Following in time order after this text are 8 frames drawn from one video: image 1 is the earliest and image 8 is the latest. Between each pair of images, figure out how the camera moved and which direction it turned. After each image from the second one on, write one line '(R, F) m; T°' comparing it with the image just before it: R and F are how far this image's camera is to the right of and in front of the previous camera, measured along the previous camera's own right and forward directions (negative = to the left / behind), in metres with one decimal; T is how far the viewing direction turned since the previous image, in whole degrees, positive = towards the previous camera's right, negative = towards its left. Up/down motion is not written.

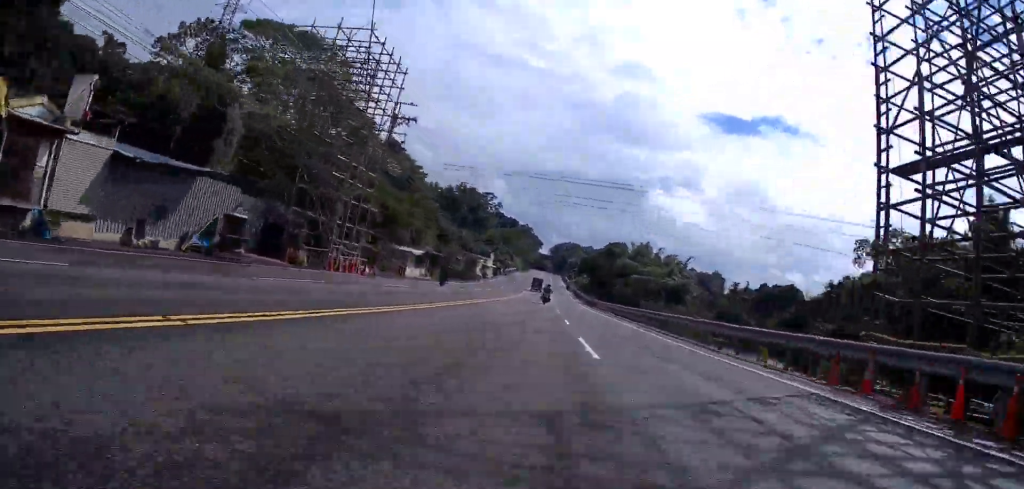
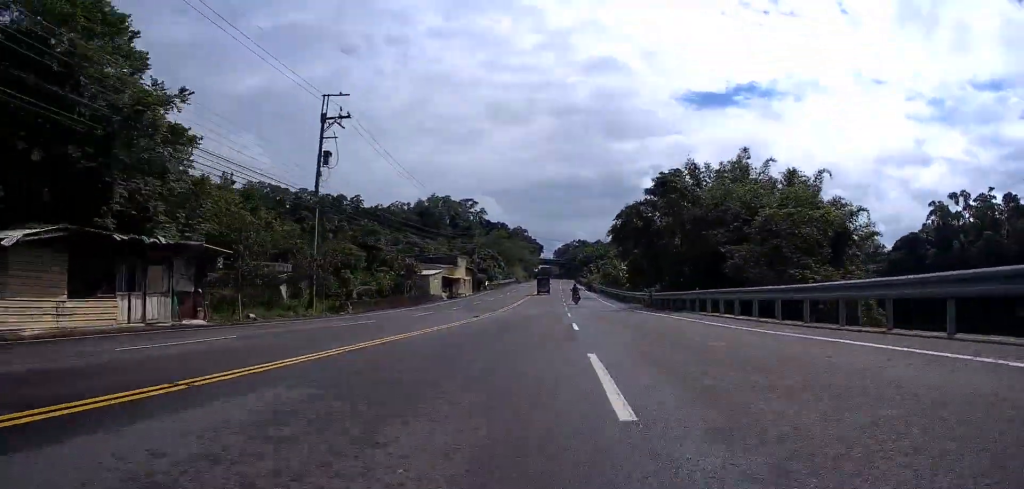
(0.0, +44.6) m; -1°
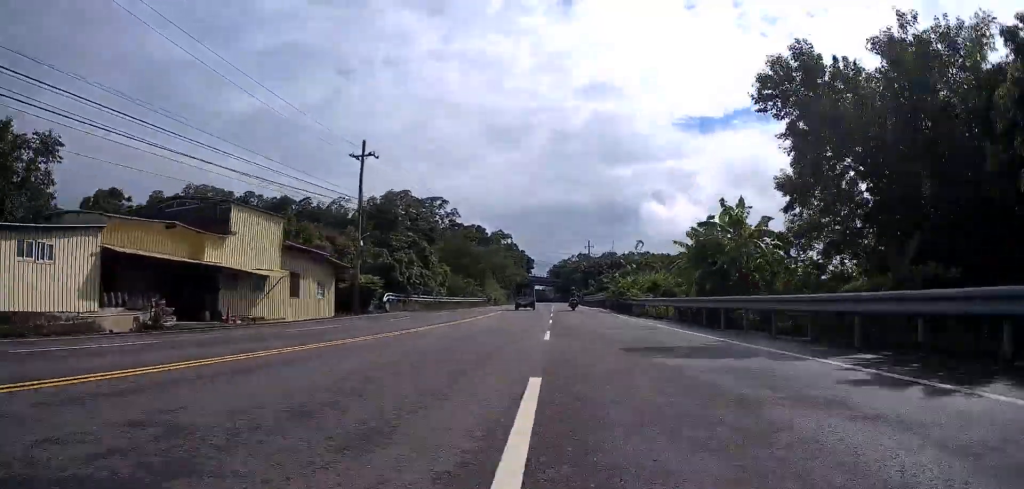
(-1.2, +51.2) m; -1°
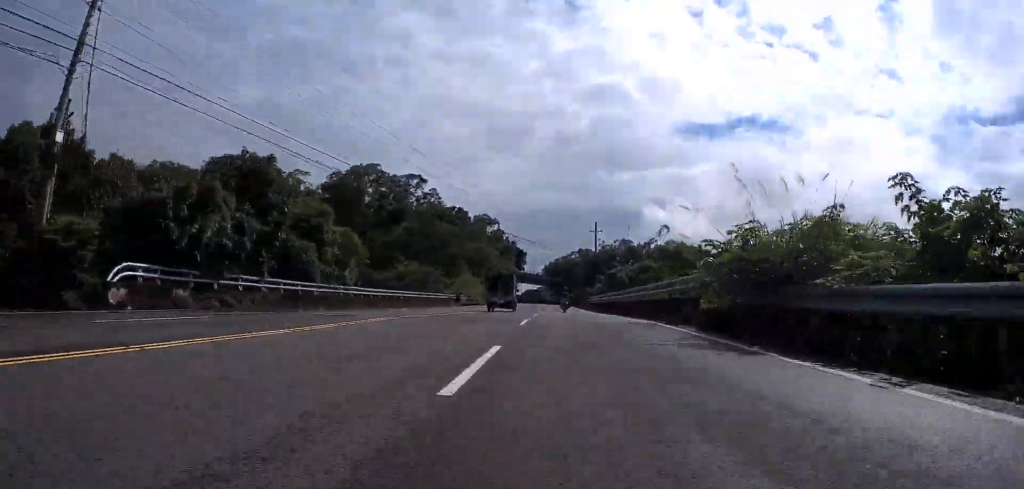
(0.0, +26.7) m; +1°
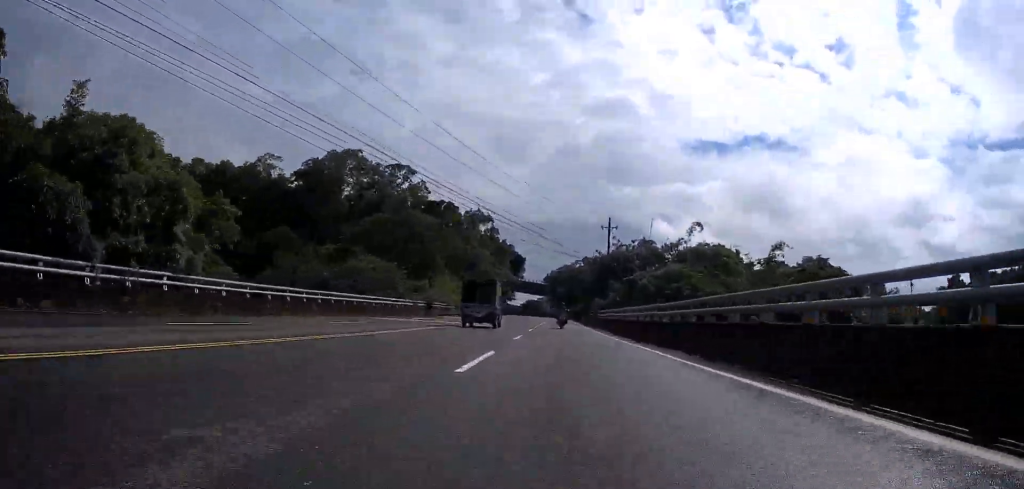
(+0.5, +16.5) m; 0°
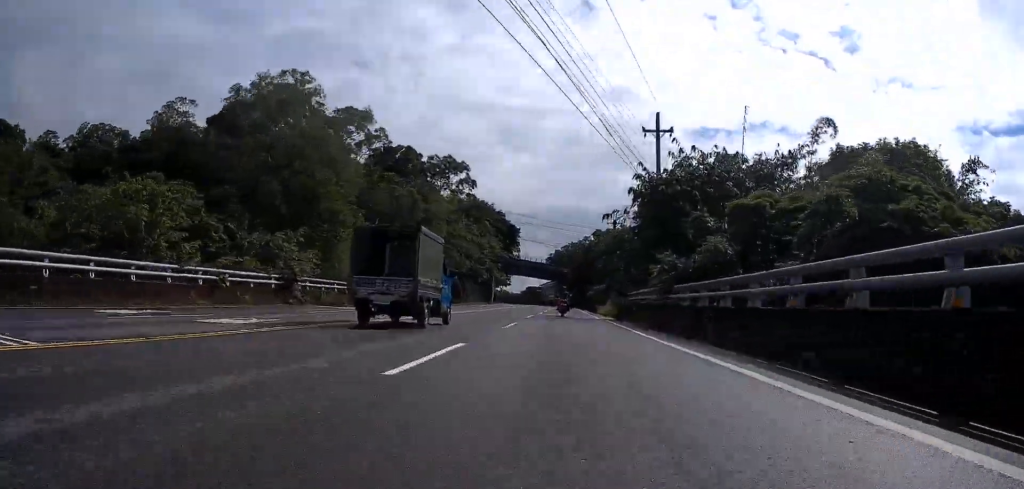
(0.0, +31.0) m; -1°
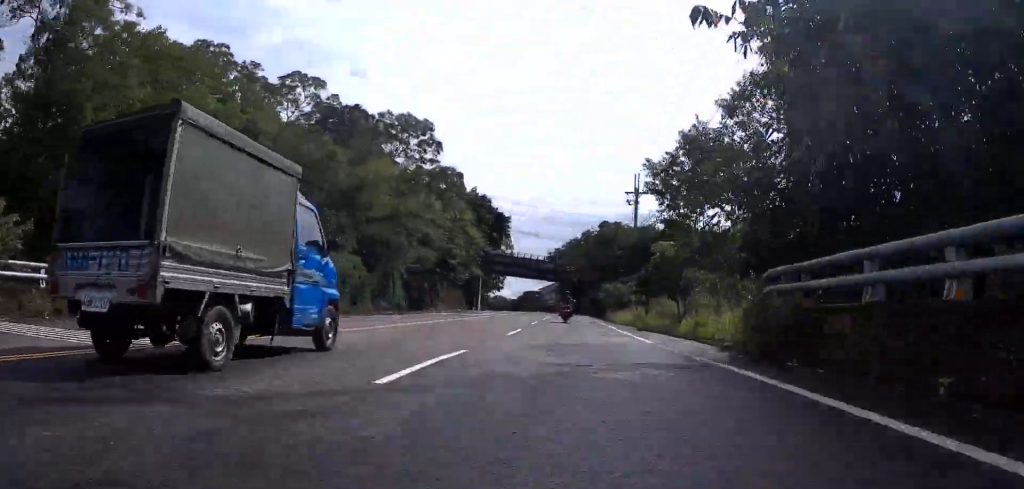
(-0.2, +19.8) m; -1°
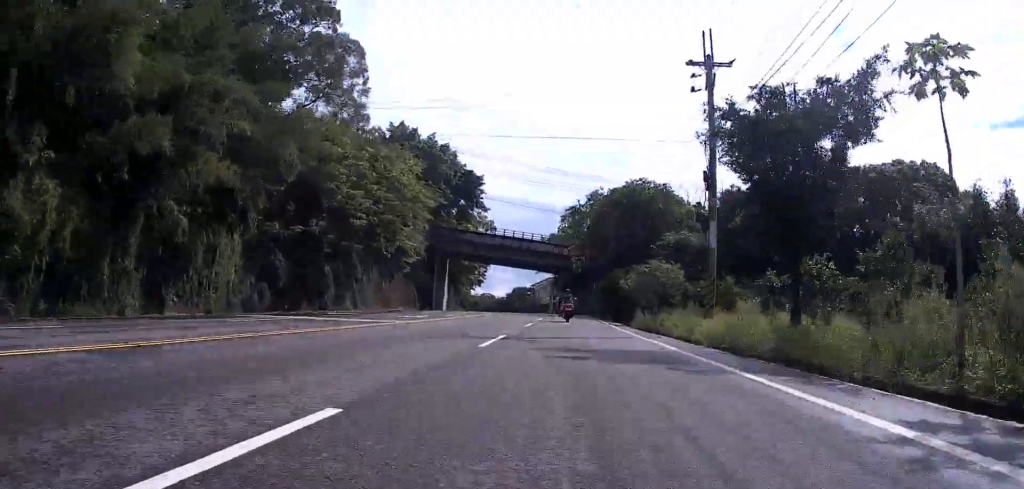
(-0.4, +24.6) m; -1°
